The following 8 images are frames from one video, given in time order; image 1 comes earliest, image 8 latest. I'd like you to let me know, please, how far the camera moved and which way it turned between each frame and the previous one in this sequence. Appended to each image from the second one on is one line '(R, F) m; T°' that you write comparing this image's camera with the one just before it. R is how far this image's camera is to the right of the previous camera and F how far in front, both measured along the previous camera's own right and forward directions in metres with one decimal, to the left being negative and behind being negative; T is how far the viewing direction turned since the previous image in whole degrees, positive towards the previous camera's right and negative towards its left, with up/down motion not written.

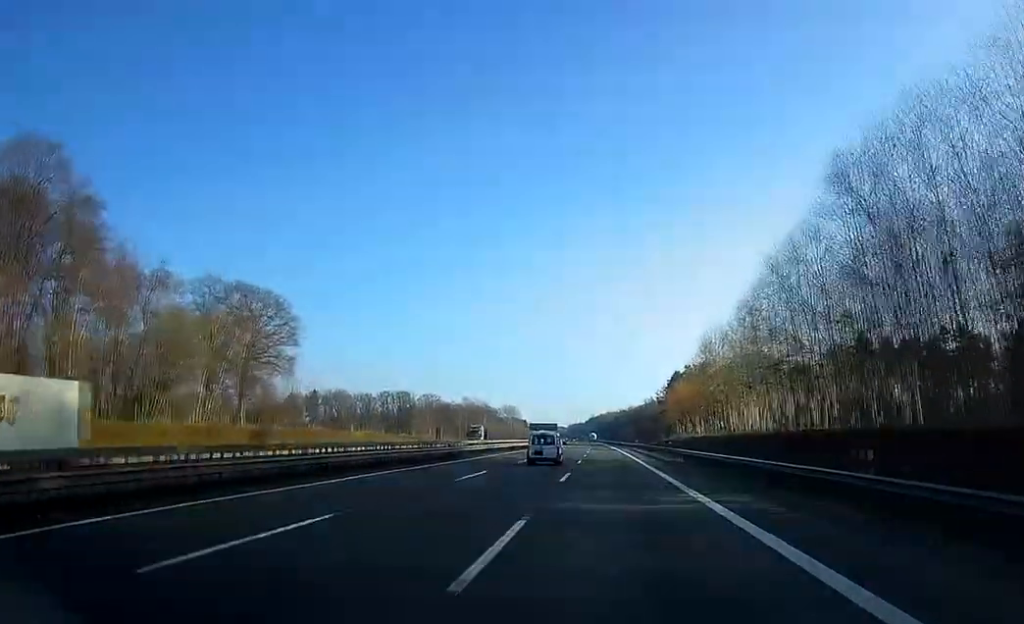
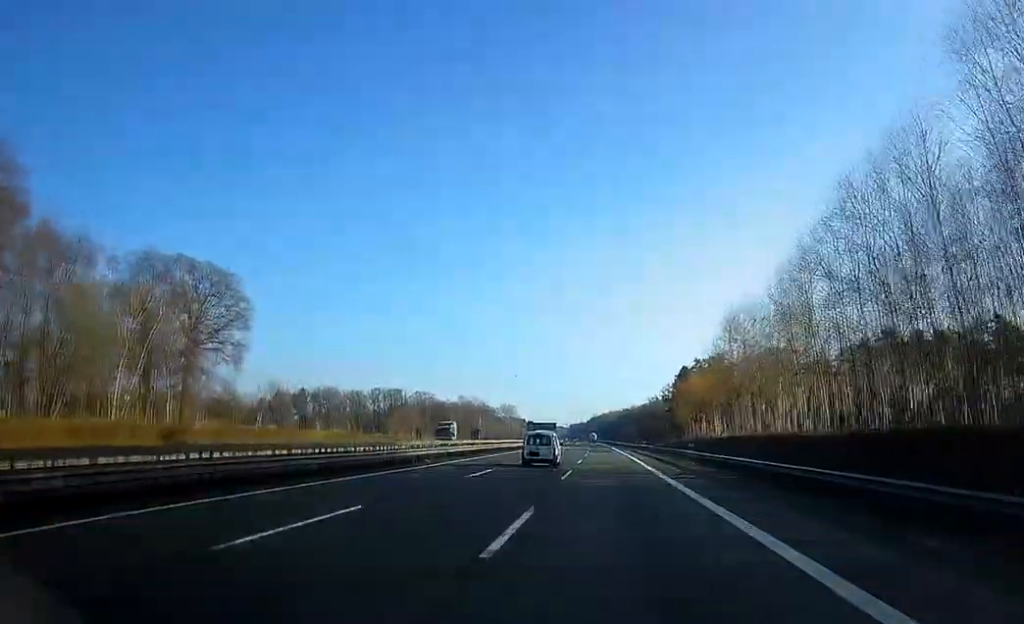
(0.0, +16.2) m; 0°
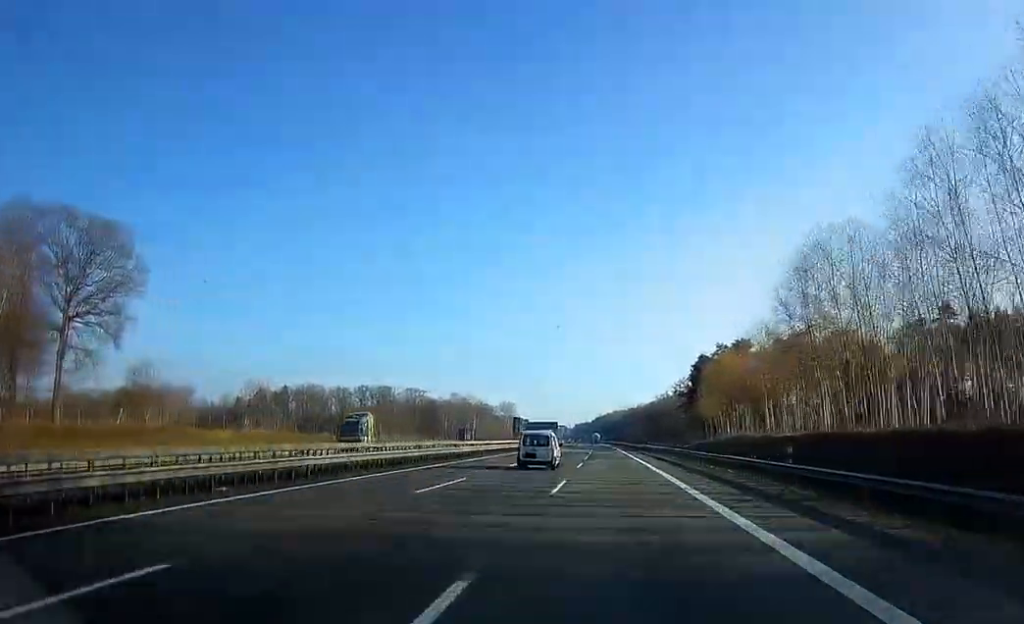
(0.0, +25.8) m; 0°
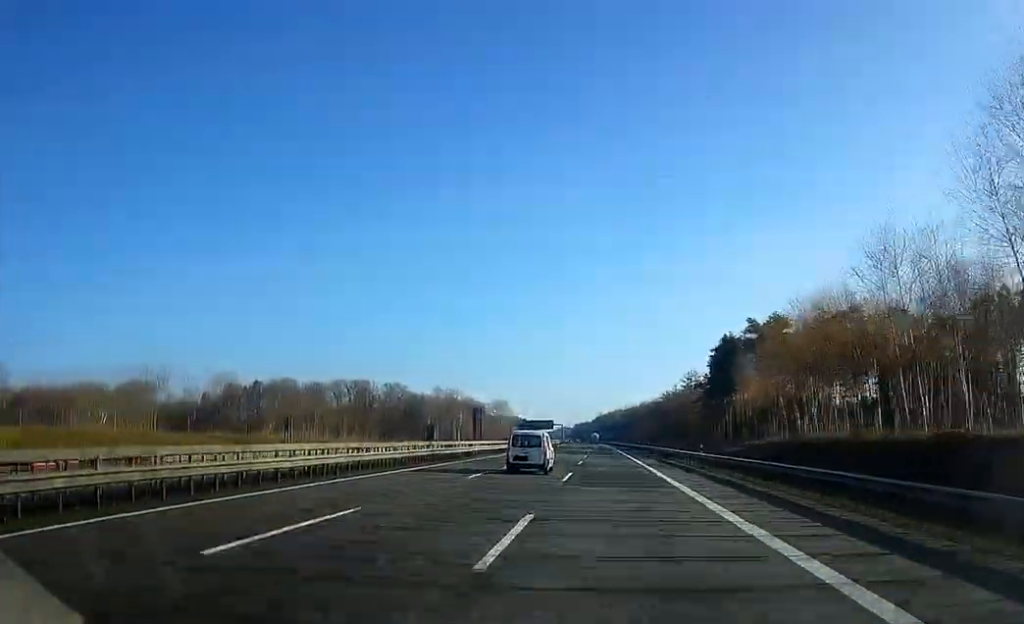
(-0.1, +29.5) m; 0°
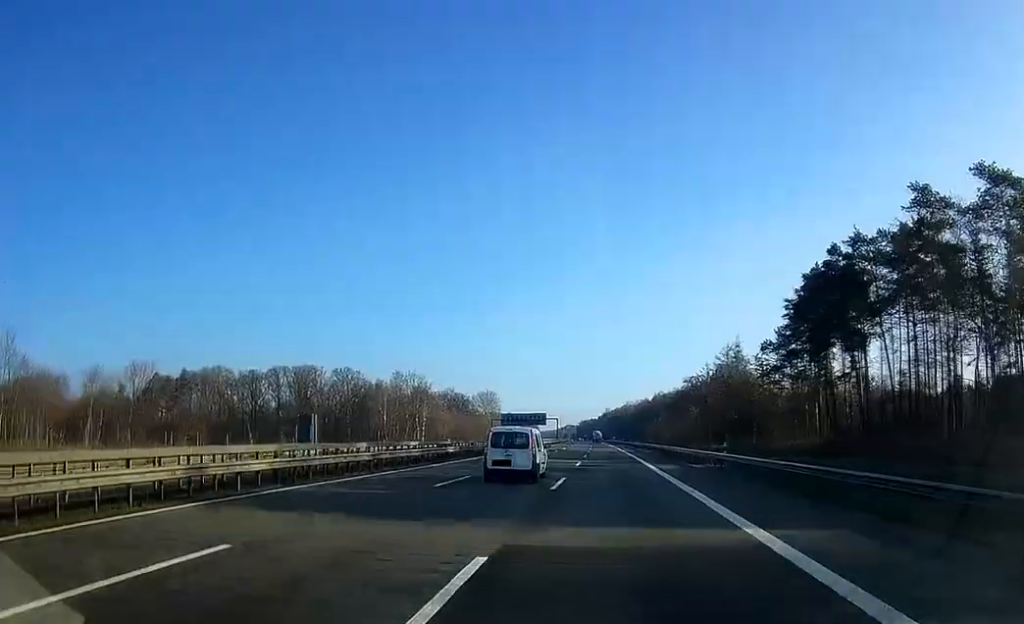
(-0.3, +59.6) m; -1°
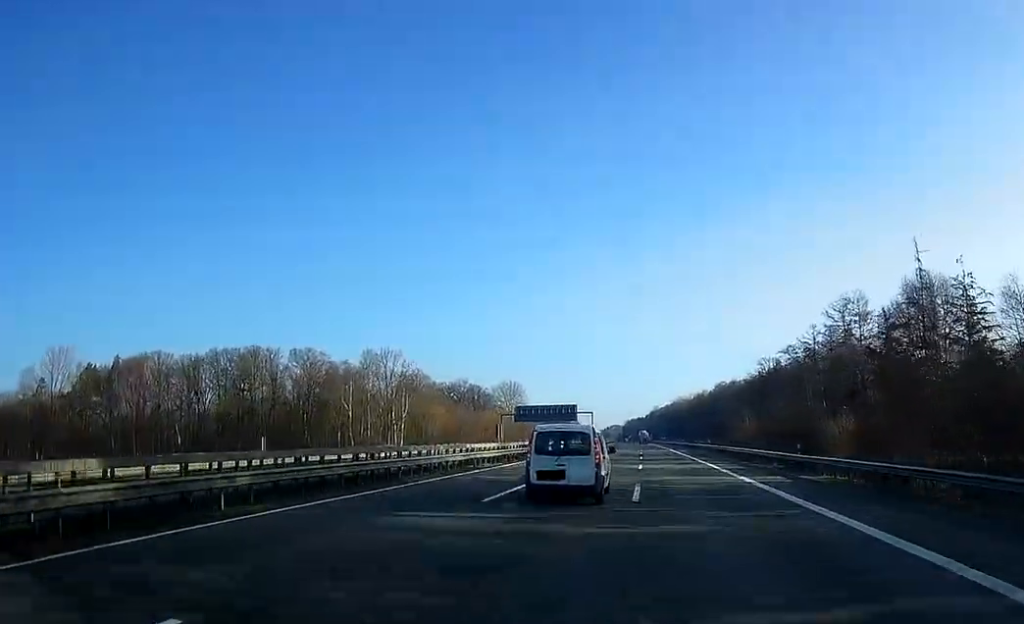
(-0.9, +59.0) m; -1°
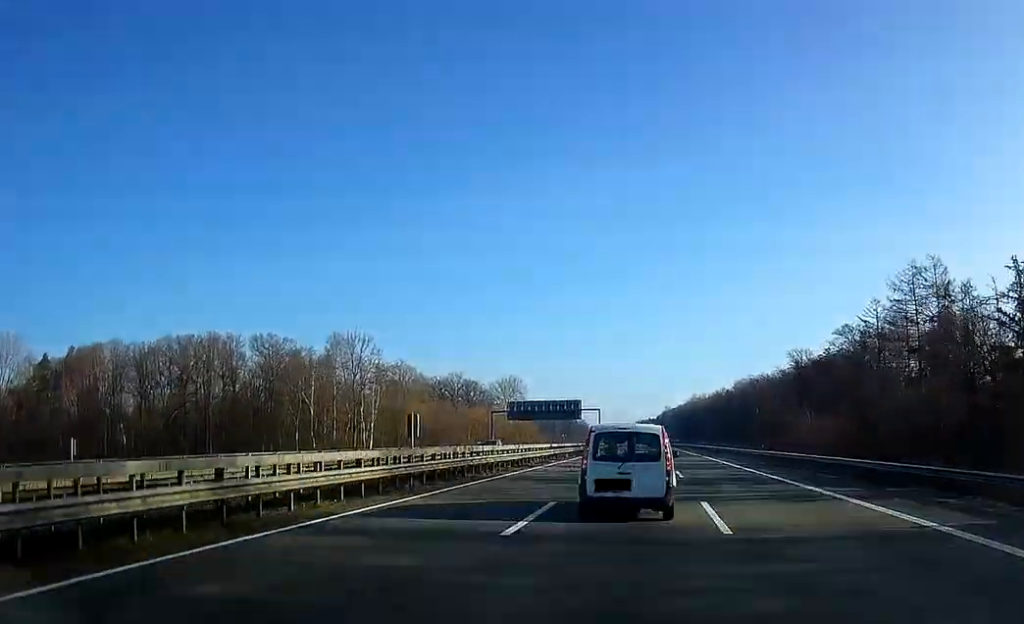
(0.0, +24.1) m; -1°
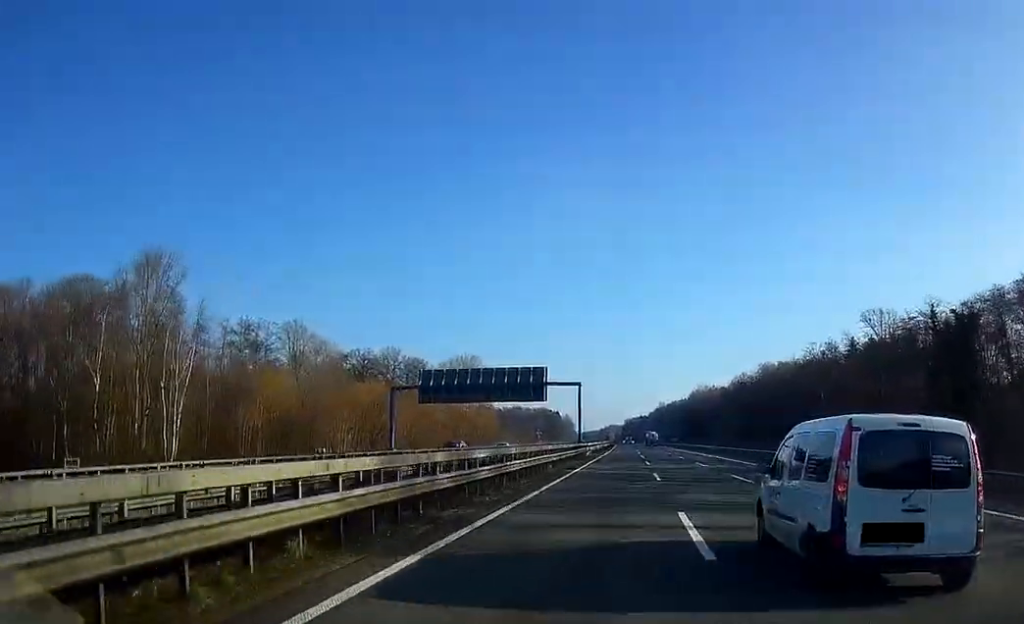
(-0.8, +56.0) m; -2°
